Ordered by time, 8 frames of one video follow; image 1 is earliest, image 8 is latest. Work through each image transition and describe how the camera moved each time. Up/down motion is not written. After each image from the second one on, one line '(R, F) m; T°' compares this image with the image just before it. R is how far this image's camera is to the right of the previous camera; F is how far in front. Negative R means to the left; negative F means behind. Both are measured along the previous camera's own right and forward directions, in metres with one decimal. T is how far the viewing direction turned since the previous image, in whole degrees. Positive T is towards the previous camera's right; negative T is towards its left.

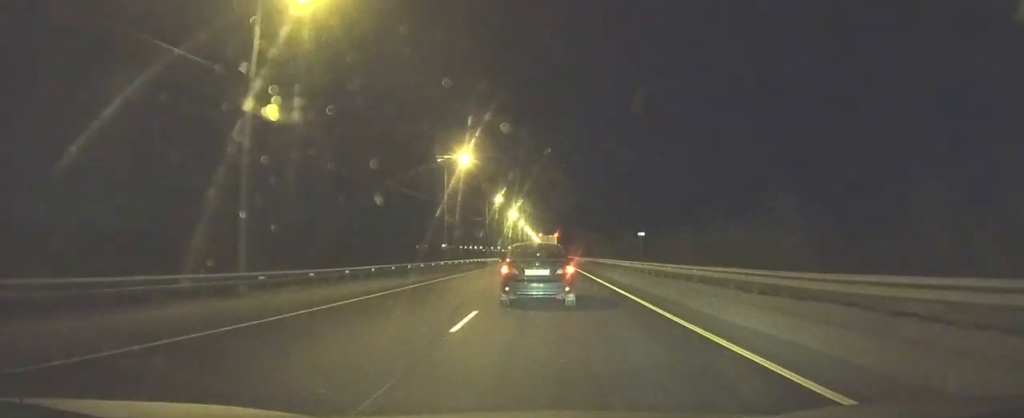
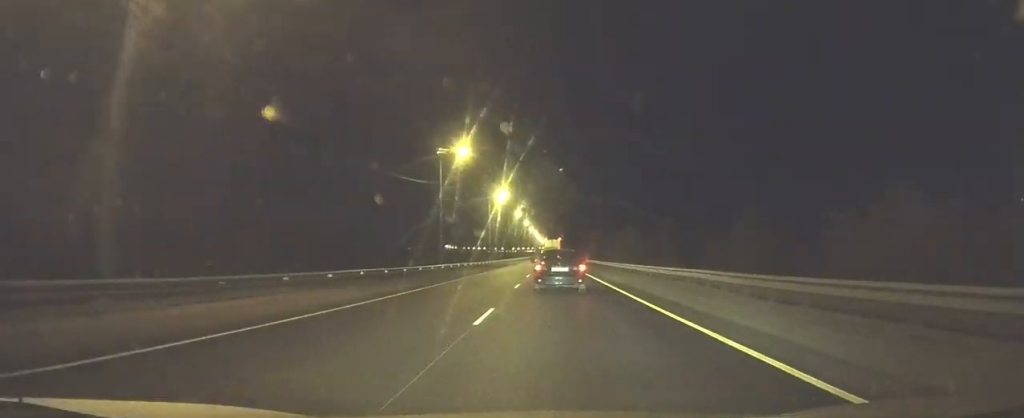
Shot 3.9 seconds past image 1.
(-0.1, +49.5) m; 0°
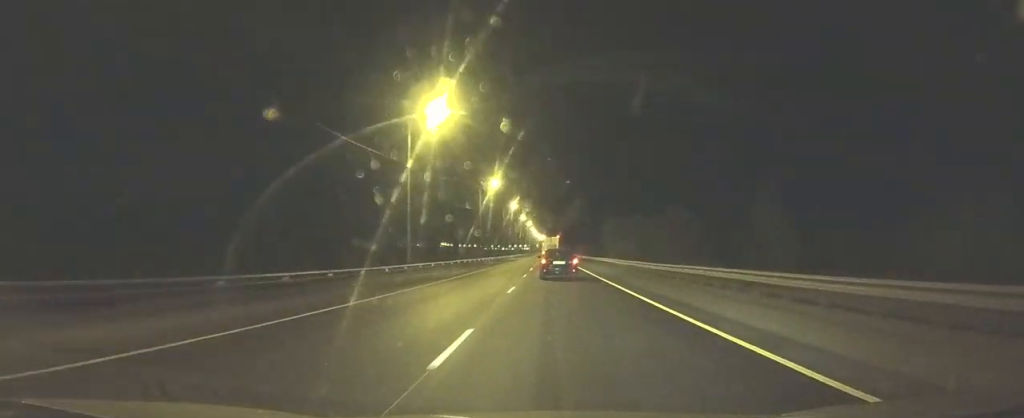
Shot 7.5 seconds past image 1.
(+0.4, +52.9) m; 0°
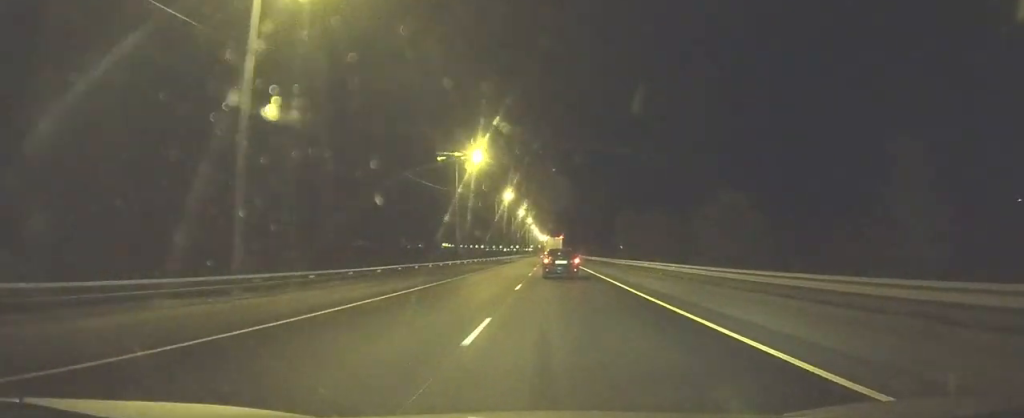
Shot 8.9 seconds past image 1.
(+0.1, +22.1) m; 0°
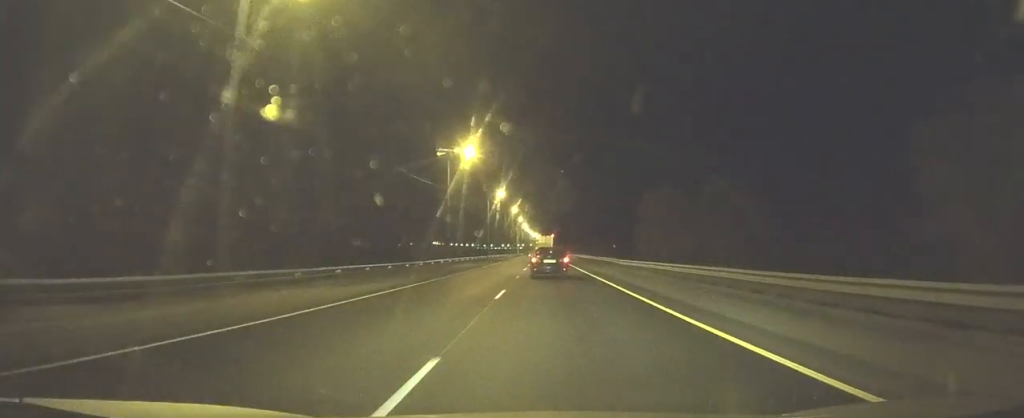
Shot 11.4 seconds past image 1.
(-0.2, +40.5) m; 0°
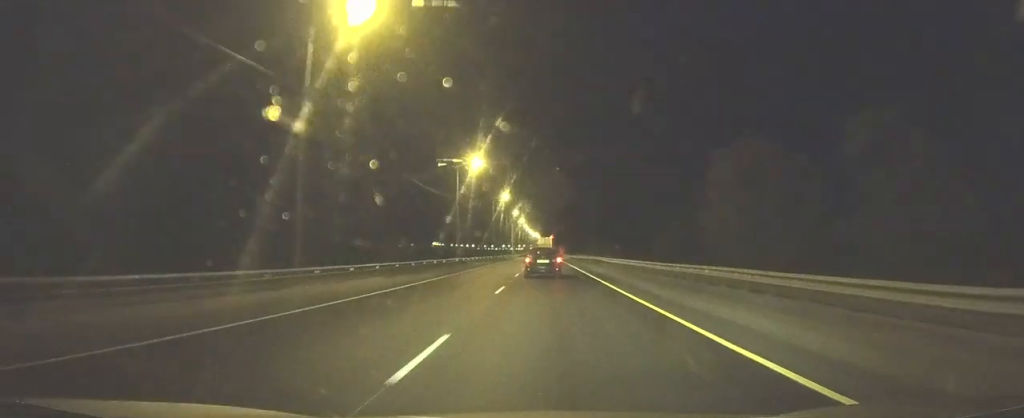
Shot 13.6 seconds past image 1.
(+0.1, +35.6) m; 0°
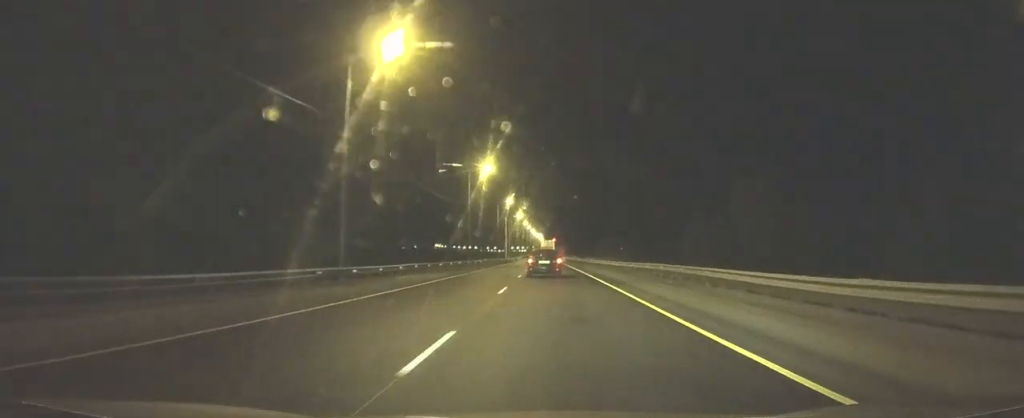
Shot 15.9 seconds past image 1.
(-0.1, +37.2) m; 0°
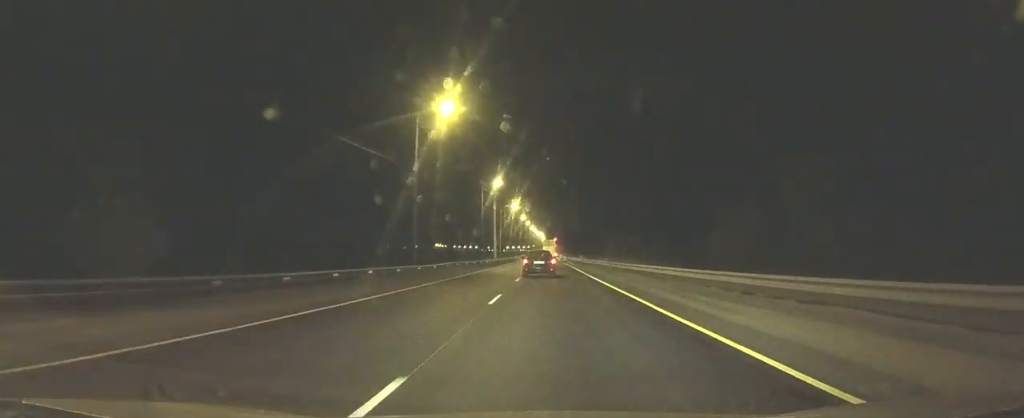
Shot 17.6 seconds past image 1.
(-0.2, +27.6) m; 0°
